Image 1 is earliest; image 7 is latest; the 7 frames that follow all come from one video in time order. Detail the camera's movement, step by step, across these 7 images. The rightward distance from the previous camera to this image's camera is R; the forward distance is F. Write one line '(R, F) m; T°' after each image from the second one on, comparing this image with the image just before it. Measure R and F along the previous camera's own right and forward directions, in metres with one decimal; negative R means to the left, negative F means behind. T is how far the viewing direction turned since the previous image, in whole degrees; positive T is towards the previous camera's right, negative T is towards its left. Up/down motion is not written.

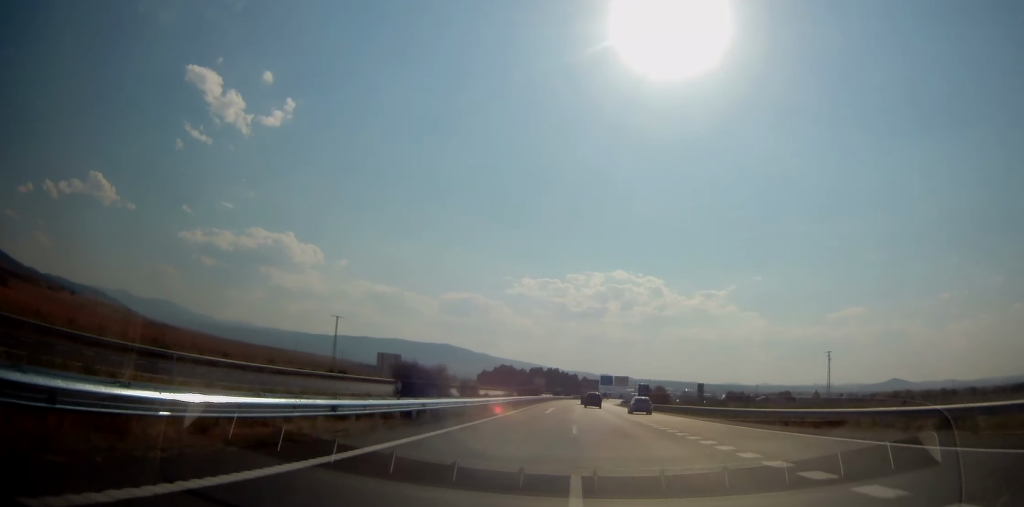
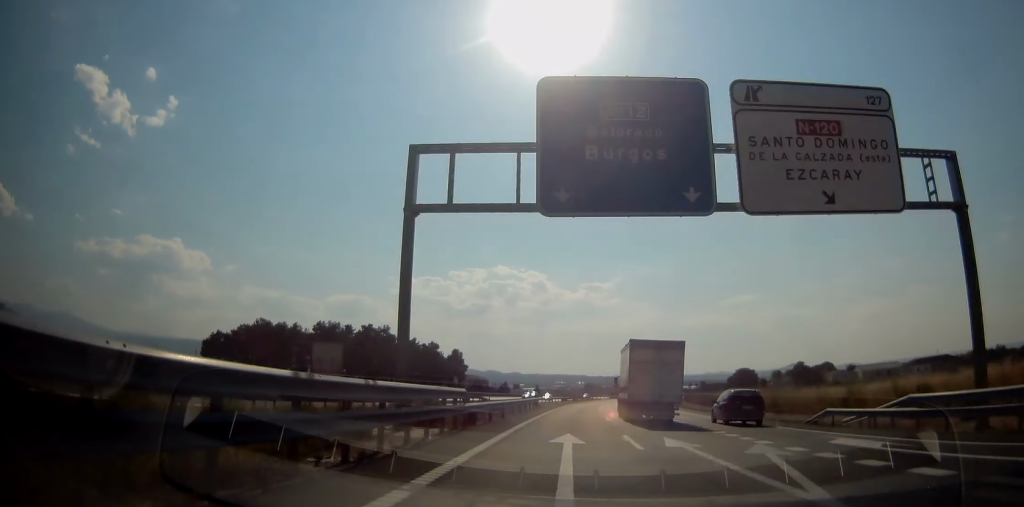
(+8.7, +240.9) m; +10°
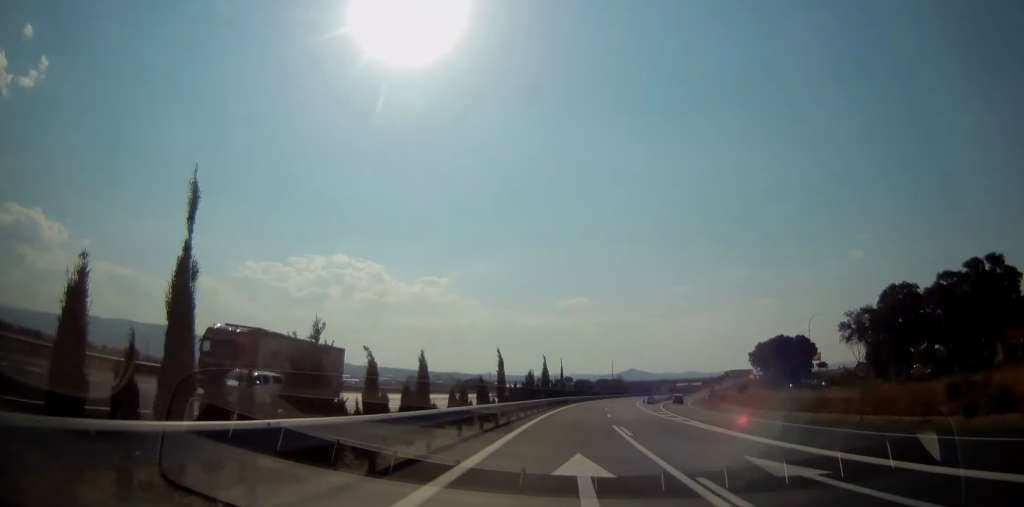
(+26.2, +211.6) m; +15°
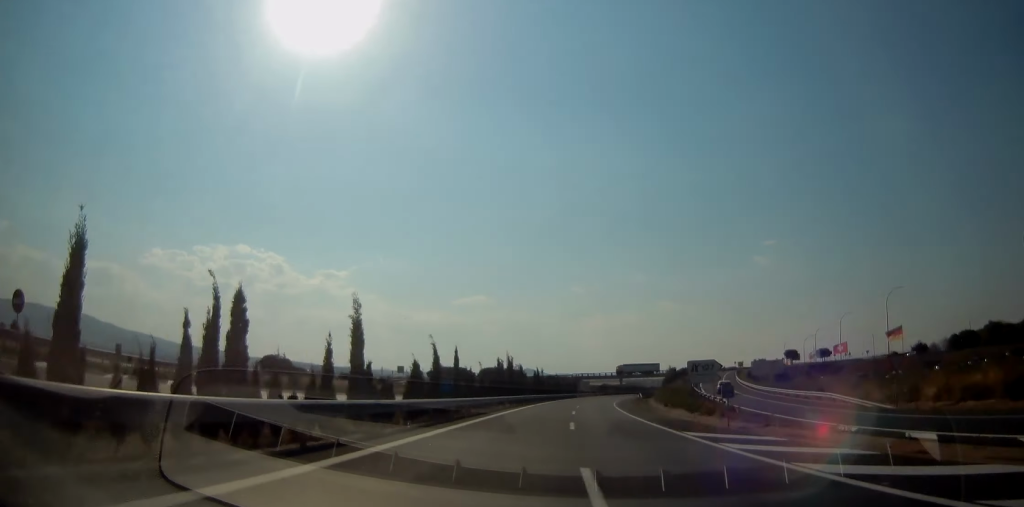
(+4.9, +117.3) m; +8°
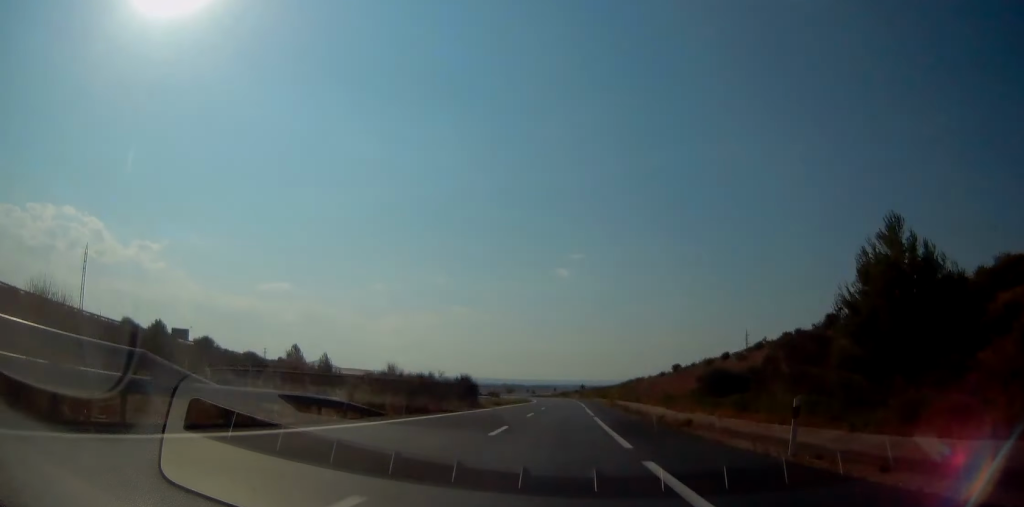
(+42.9, +288.1) m; +8°
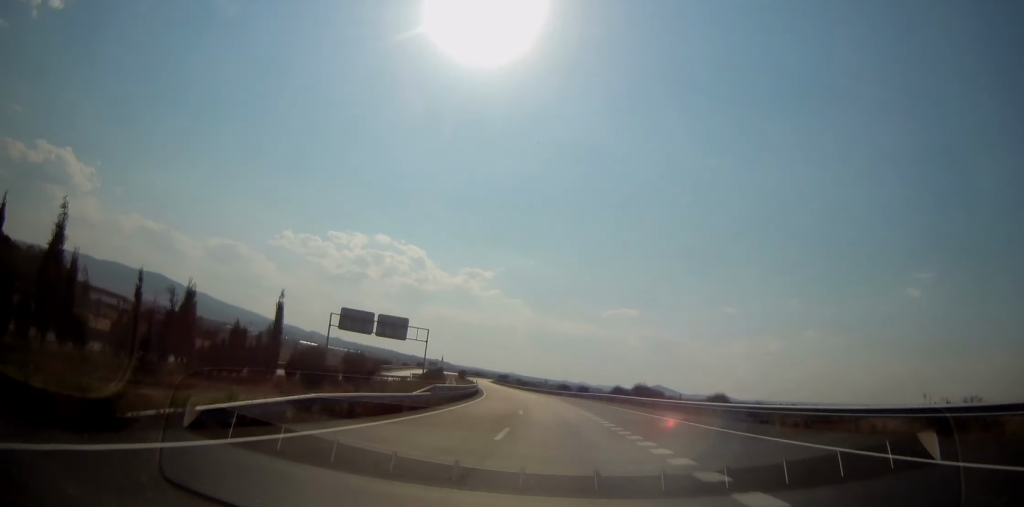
(-93.8, +460.7) m; -27°
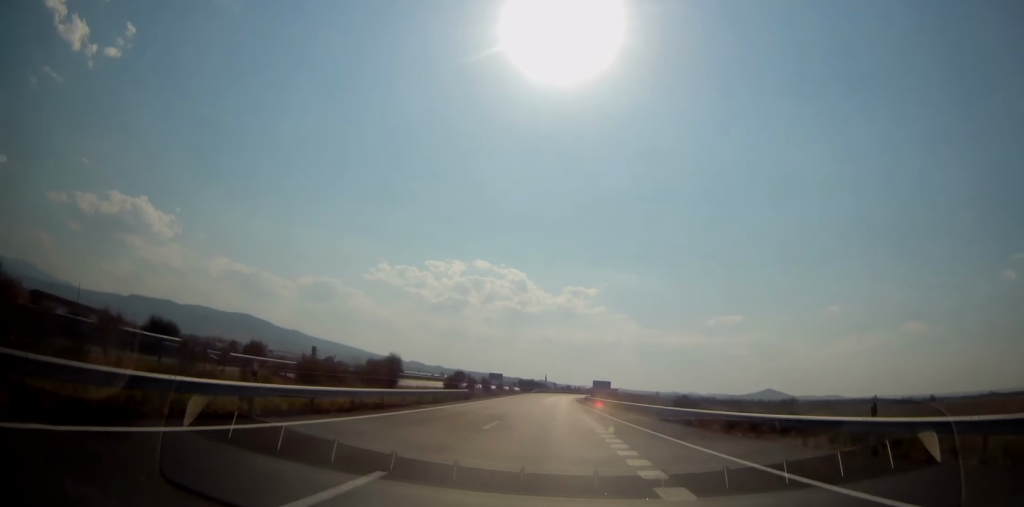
(-8.8, +131.1) m; -2°
